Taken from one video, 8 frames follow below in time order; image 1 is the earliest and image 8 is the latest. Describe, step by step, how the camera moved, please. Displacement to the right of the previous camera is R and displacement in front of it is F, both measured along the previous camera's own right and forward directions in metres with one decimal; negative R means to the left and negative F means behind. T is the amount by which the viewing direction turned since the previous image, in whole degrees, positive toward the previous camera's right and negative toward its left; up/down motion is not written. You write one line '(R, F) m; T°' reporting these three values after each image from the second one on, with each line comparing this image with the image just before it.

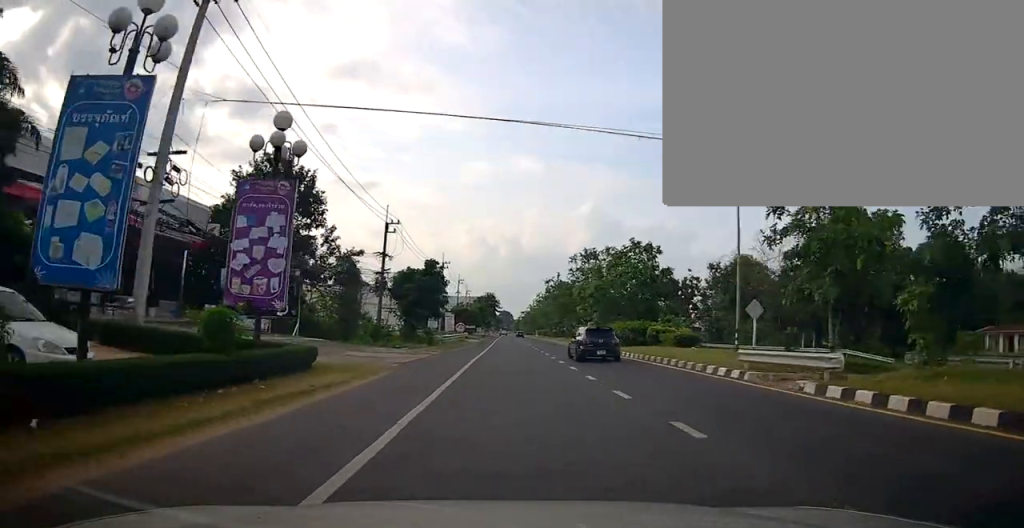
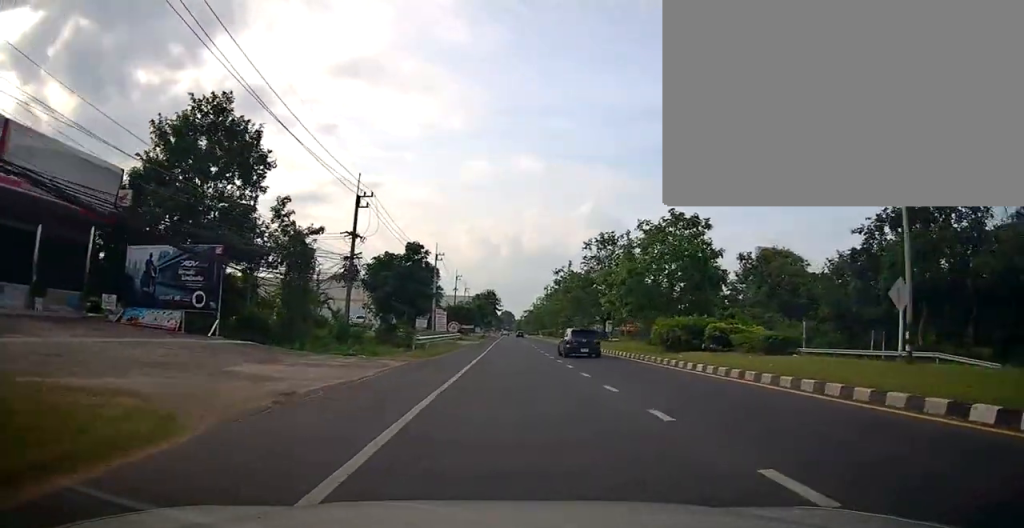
(-0.3, +11.0) m; -2°
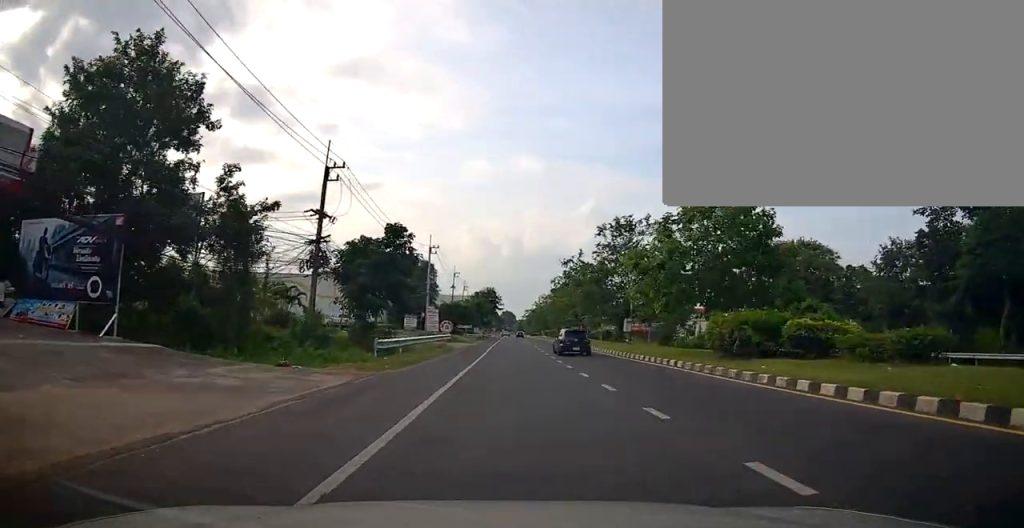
(0.0, +7.9) m; +1°
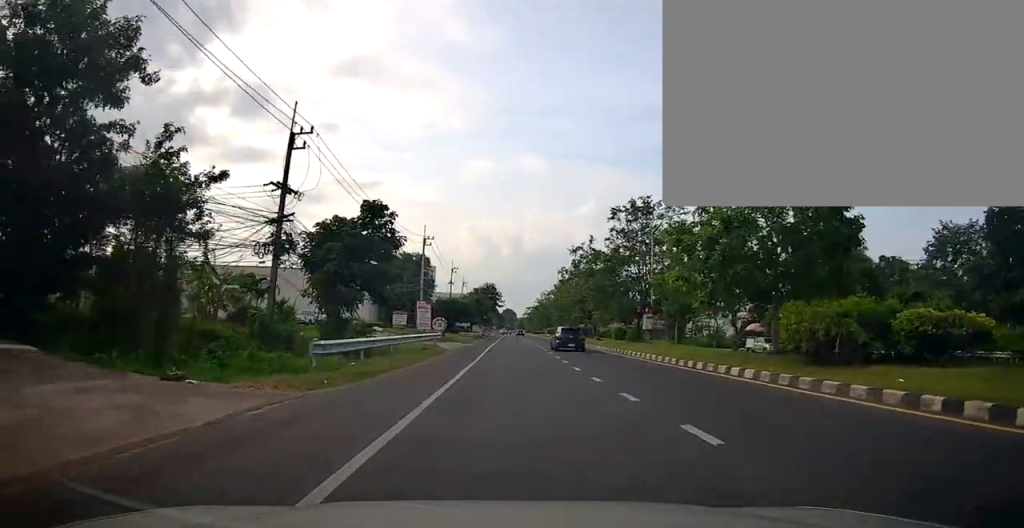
(-0.2, +6.2) m; +1°
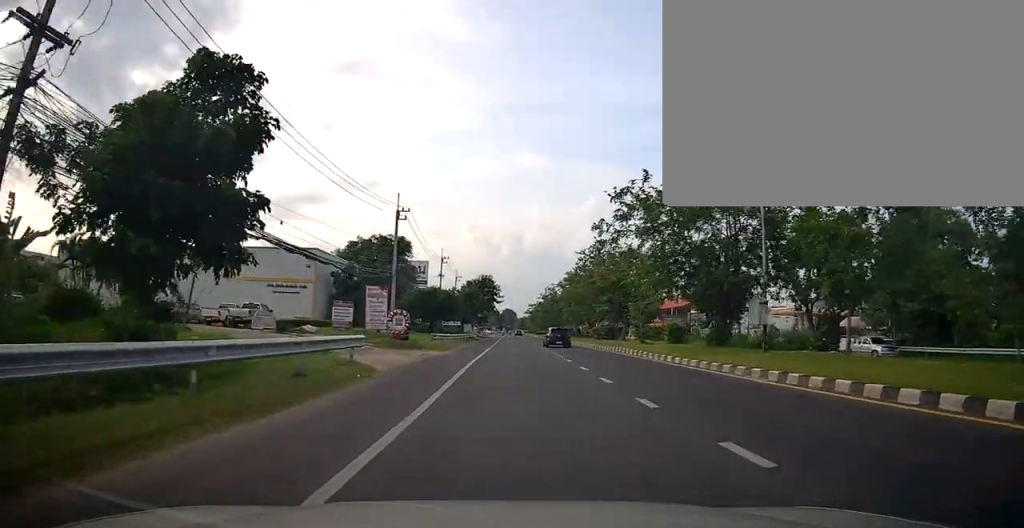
(+0.5, +17.3) m; -1°
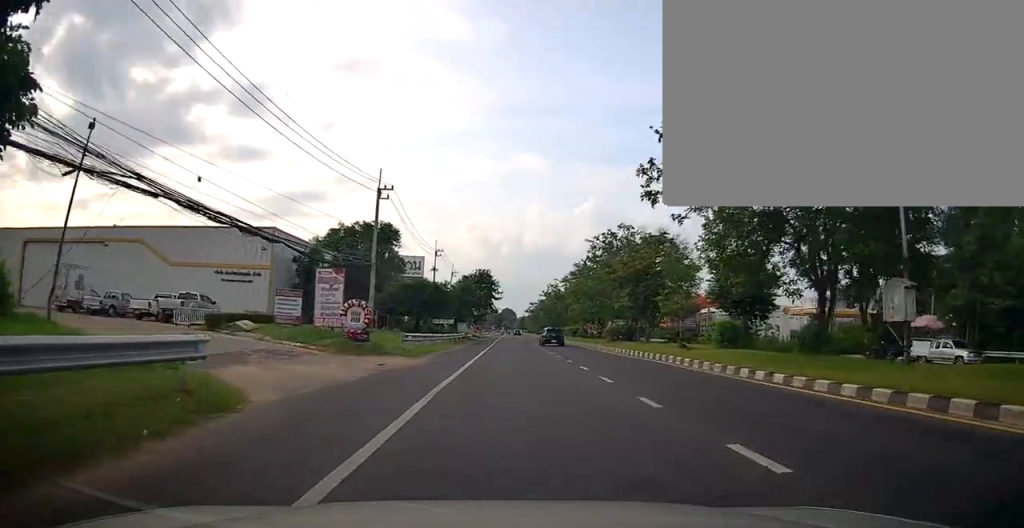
(-0.3, +8.3) m; -2°
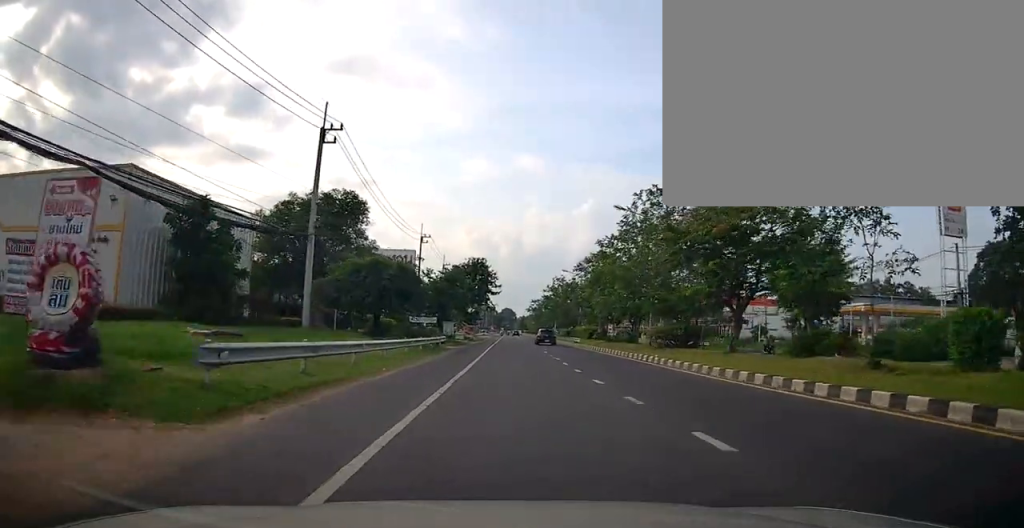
(-0.3, +15.1) m; +1°
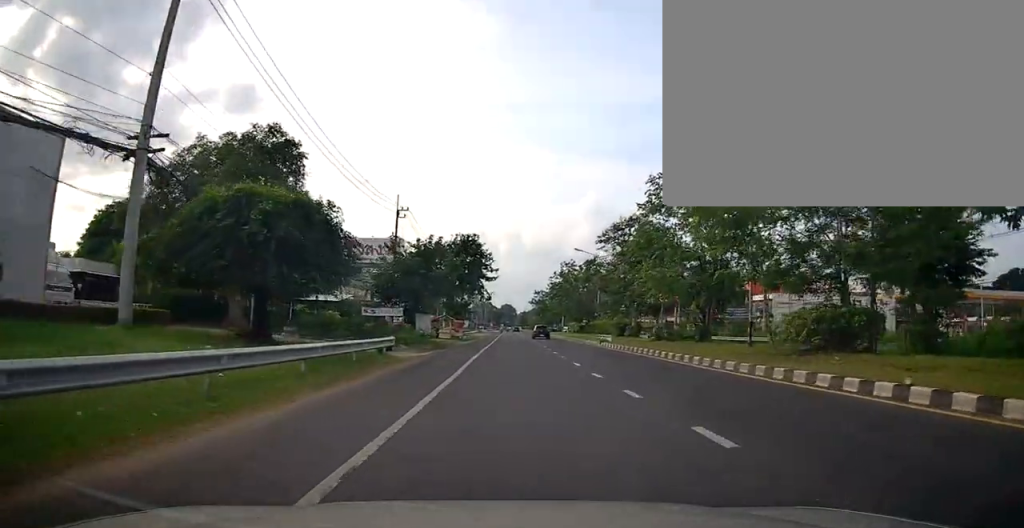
(+0.8, +16.2) m; +3°
